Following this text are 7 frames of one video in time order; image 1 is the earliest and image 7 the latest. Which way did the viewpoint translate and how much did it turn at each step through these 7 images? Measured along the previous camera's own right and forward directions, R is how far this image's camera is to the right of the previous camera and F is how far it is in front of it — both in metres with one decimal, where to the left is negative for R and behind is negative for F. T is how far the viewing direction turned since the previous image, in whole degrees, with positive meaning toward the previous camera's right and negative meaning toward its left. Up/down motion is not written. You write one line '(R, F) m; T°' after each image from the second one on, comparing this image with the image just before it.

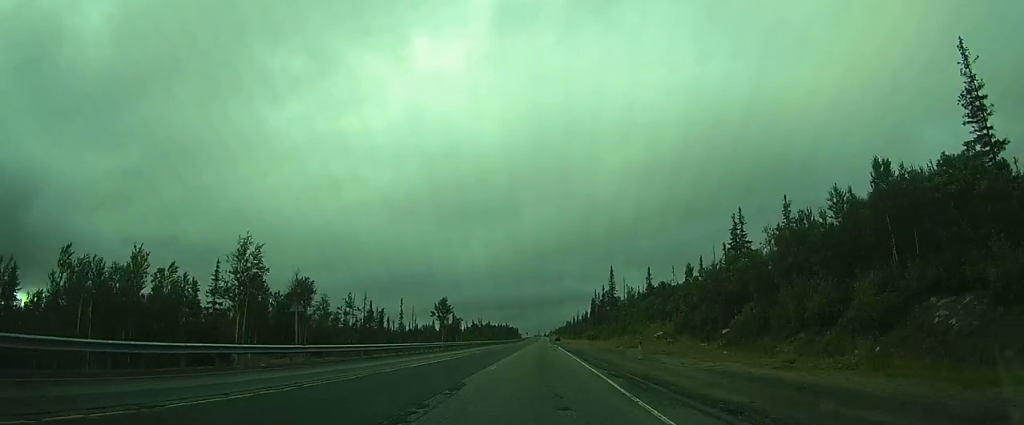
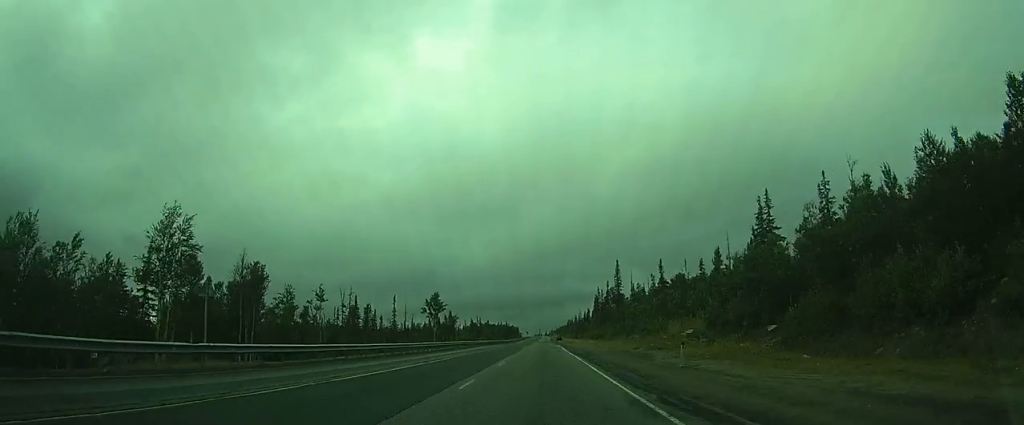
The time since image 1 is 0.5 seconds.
(-0.1, +8.9) m; -1°
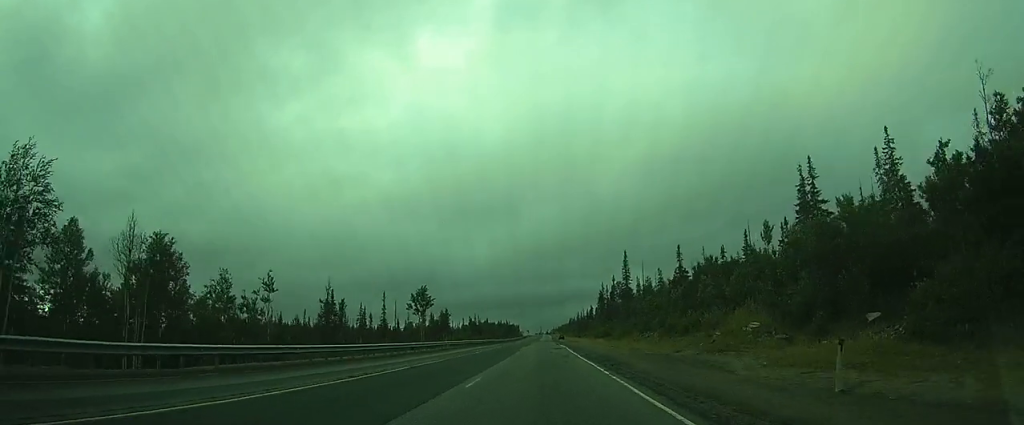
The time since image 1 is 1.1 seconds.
(0.0, +11.3) m; 0°
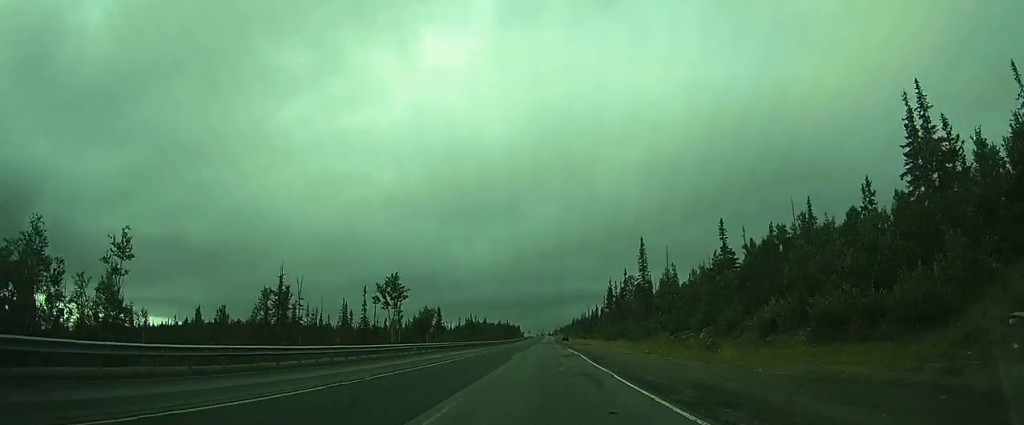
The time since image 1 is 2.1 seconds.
(0.0, +17.8) m; +1°
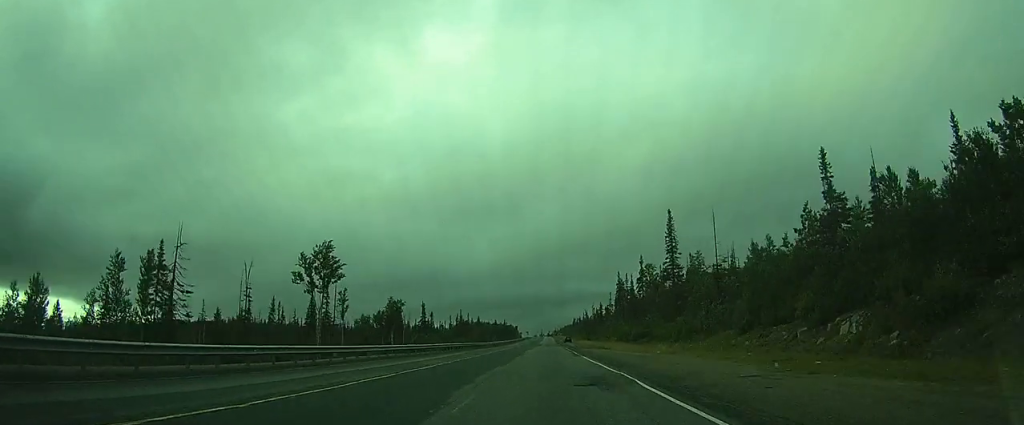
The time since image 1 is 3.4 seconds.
(+0.3, +22.4) m; +1°
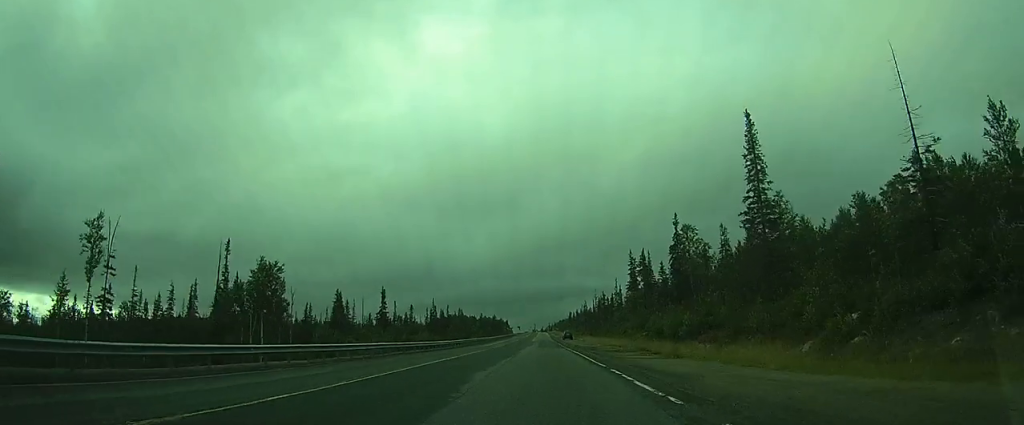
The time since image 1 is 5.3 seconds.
(-0.1, +33.6) m; 0°
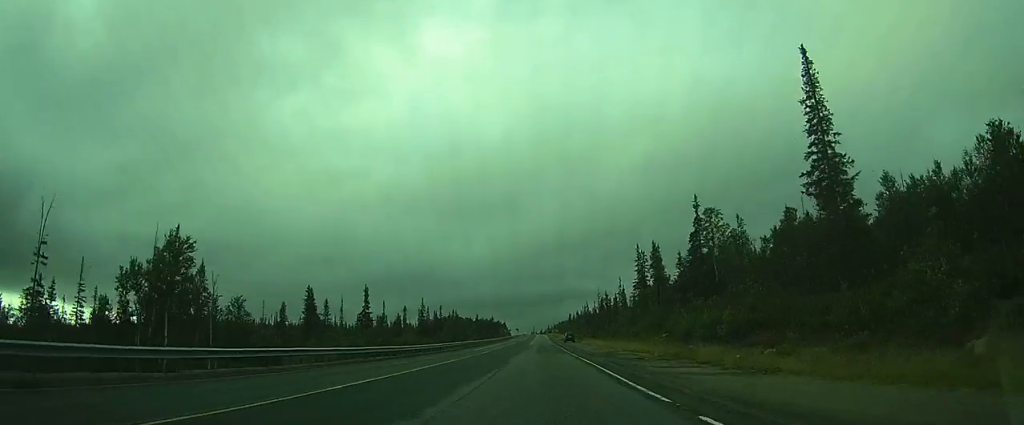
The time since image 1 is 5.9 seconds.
(0.0, +11.2) m; 0°
